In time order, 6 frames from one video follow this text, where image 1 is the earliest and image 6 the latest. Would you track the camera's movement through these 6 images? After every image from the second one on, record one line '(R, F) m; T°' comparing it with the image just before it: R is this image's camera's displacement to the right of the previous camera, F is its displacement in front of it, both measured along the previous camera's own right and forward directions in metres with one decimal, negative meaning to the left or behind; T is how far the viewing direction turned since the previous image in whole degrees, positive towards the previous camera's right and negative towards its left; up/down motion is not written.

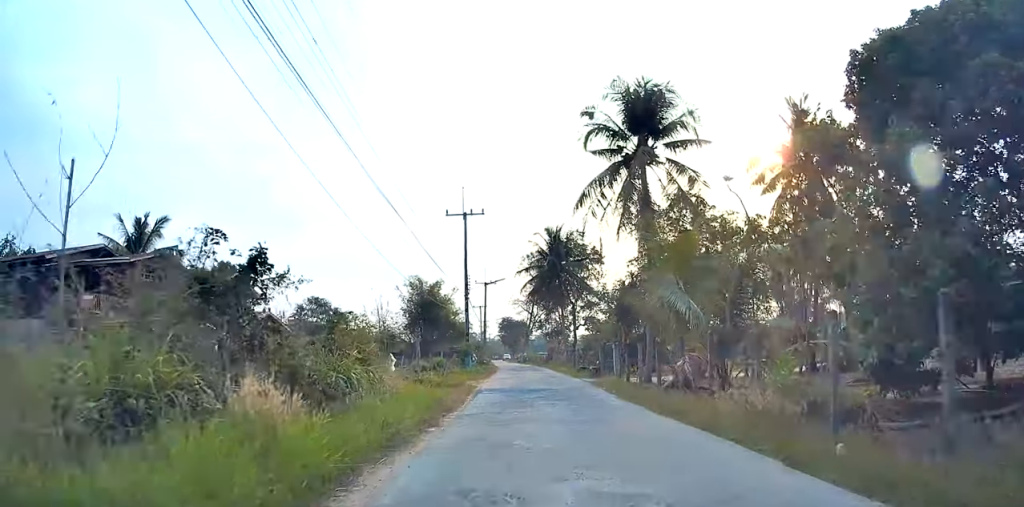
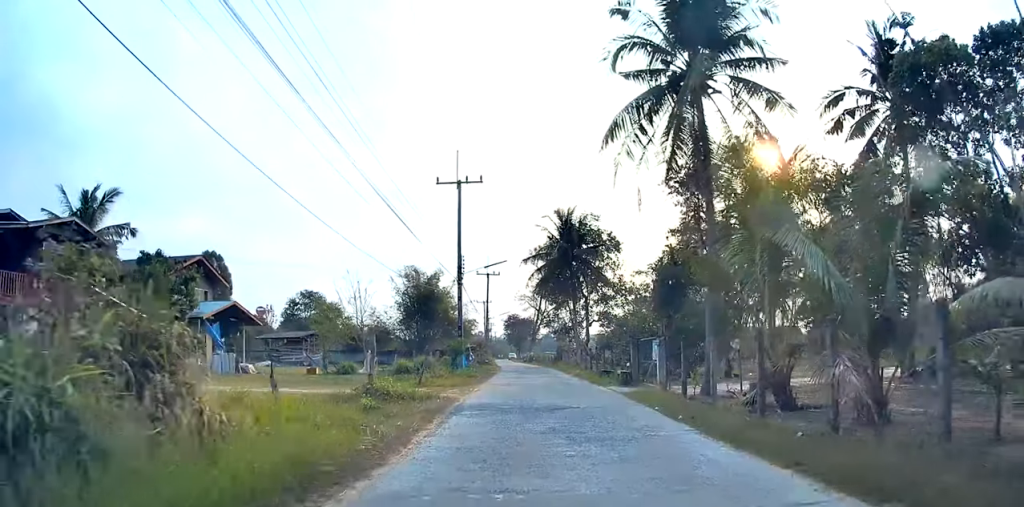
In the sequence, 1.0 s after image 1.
(-0.1, +8.3) m; 0°
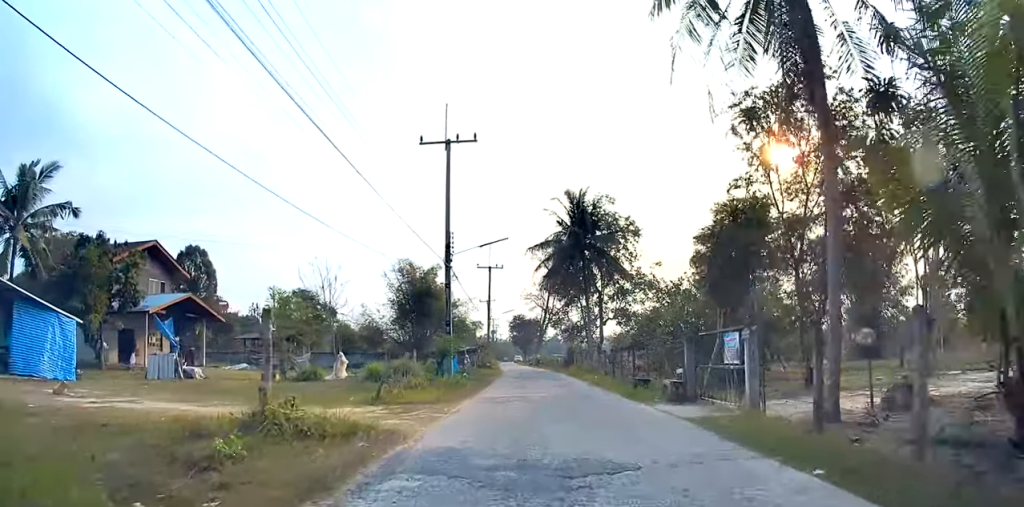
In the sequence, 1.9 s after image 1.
(+0.1, +7.5) m; +1°
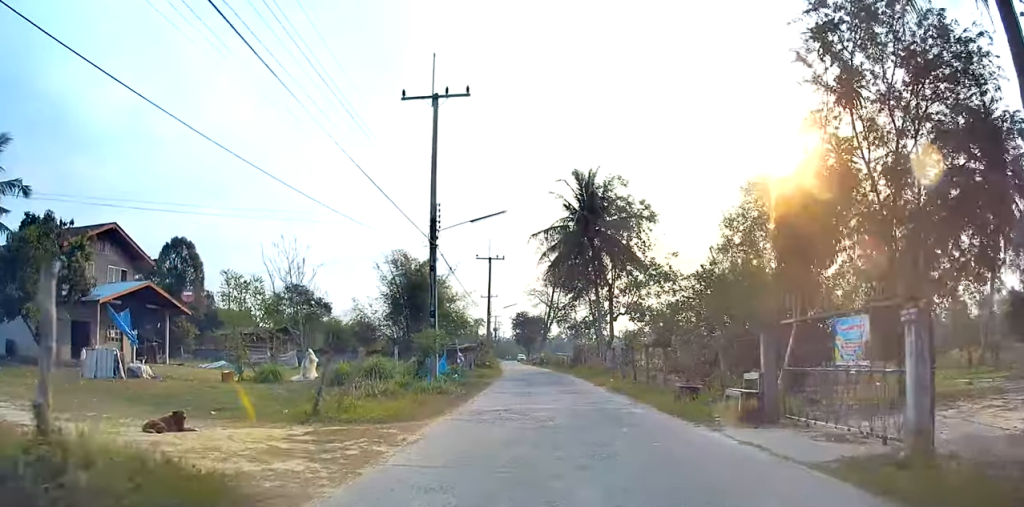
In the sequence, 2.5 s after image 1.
(0.0, +5.3) m; 0°
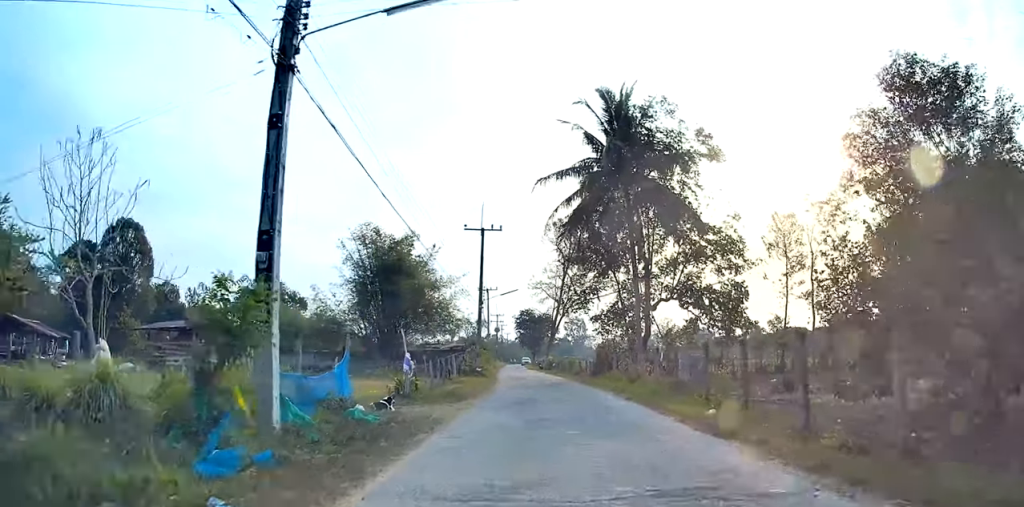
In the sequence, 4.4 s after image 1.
(-0.4, +15.7) m; -2°
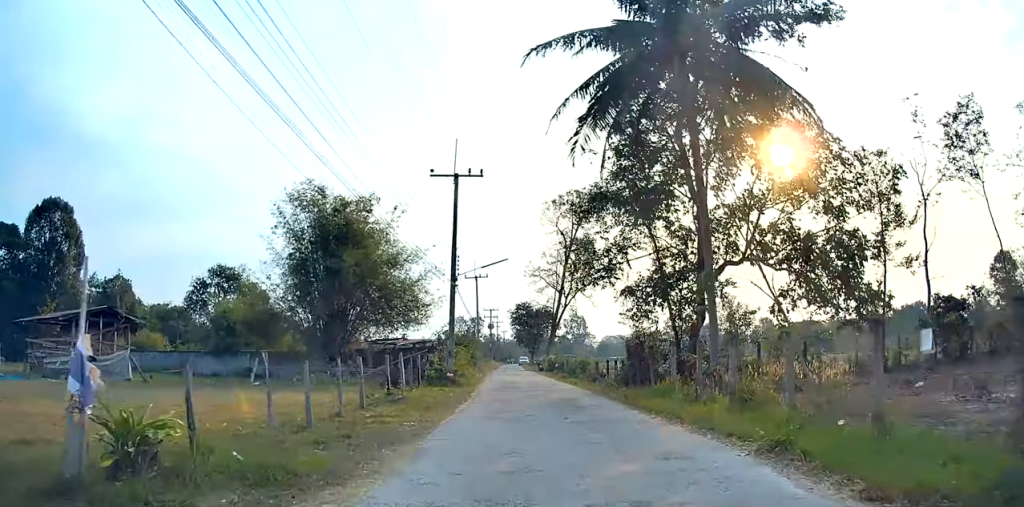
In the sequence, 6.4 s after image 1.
(+0.3, +15.2) m; +3°
